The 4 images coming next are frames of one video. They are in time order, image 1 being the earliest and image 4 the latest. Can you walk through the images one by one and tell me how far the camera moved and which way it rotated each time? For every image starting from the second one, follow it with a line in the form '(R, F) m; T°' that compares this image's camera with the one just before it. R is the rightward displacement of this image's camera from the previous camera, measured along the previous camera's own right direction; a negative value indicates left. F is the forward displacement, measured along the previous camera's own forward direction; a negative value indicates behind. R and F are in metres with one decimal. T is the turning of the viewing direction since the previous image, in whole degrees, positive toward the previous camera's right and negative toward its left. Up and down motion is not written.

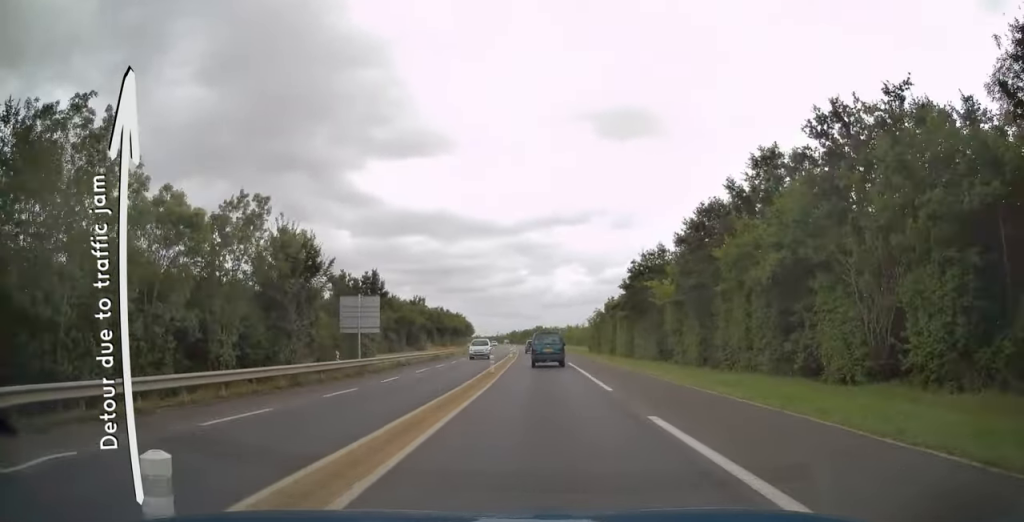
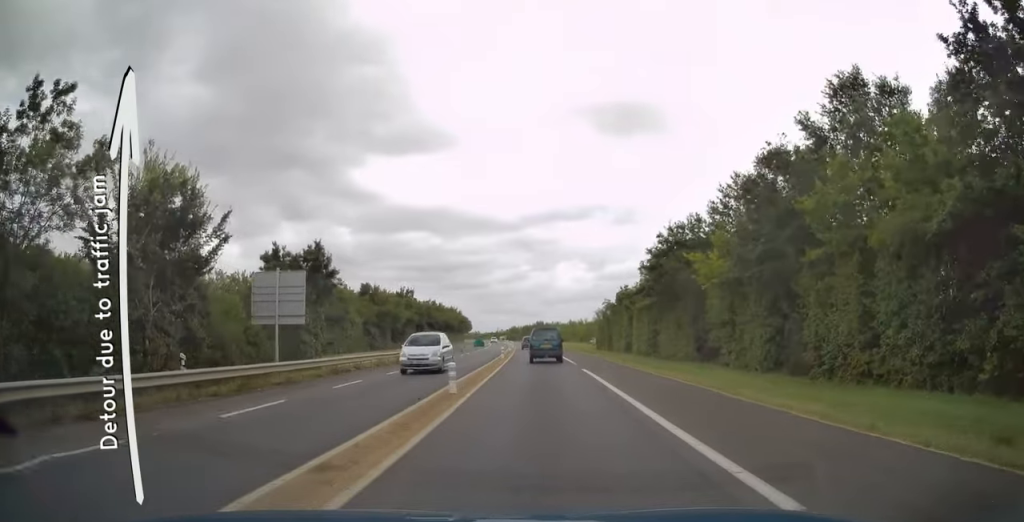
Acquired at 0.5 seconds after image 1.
(-0.2, +12.2) m; 0°
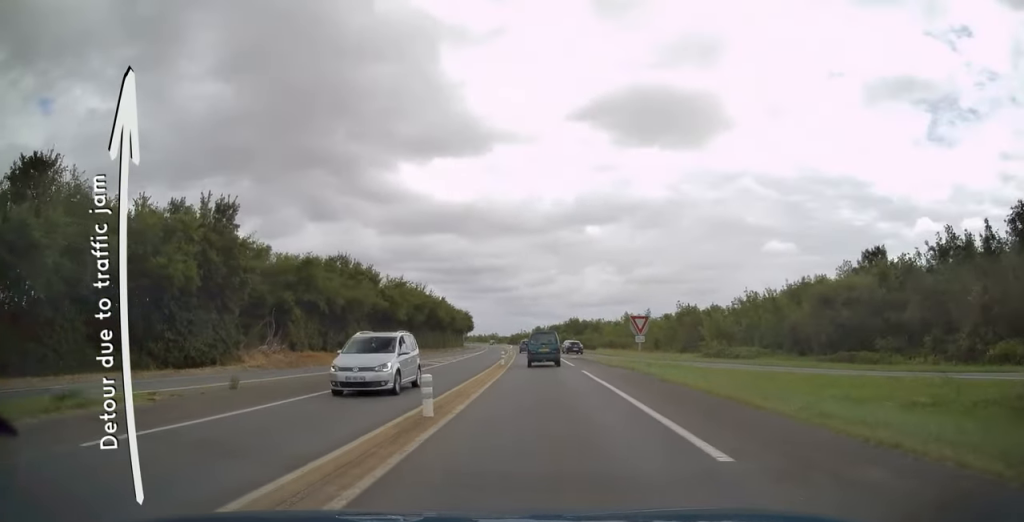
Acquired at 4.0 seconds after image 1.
(-0.6, +76.6) m; -2°
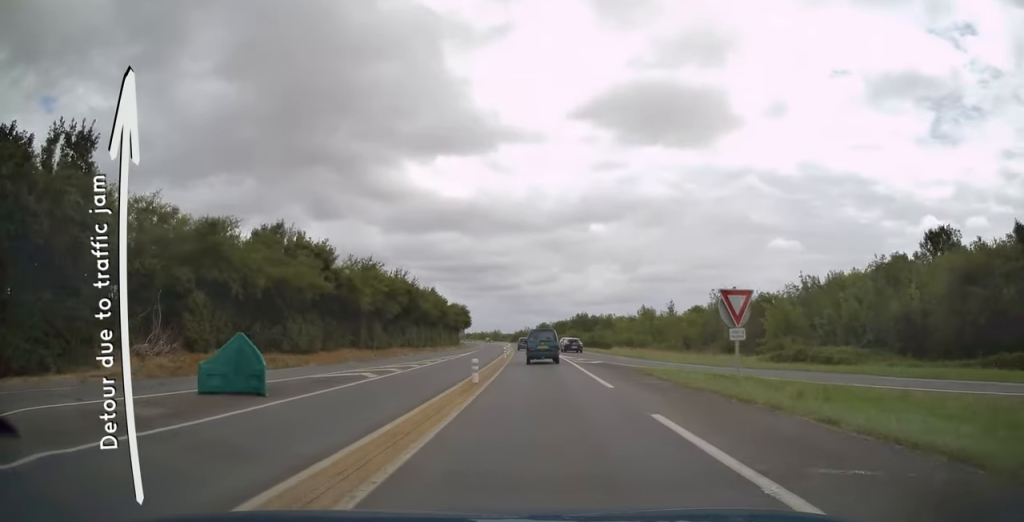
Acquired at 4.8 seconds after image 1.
(-0.3, +16.0) m; -1°
